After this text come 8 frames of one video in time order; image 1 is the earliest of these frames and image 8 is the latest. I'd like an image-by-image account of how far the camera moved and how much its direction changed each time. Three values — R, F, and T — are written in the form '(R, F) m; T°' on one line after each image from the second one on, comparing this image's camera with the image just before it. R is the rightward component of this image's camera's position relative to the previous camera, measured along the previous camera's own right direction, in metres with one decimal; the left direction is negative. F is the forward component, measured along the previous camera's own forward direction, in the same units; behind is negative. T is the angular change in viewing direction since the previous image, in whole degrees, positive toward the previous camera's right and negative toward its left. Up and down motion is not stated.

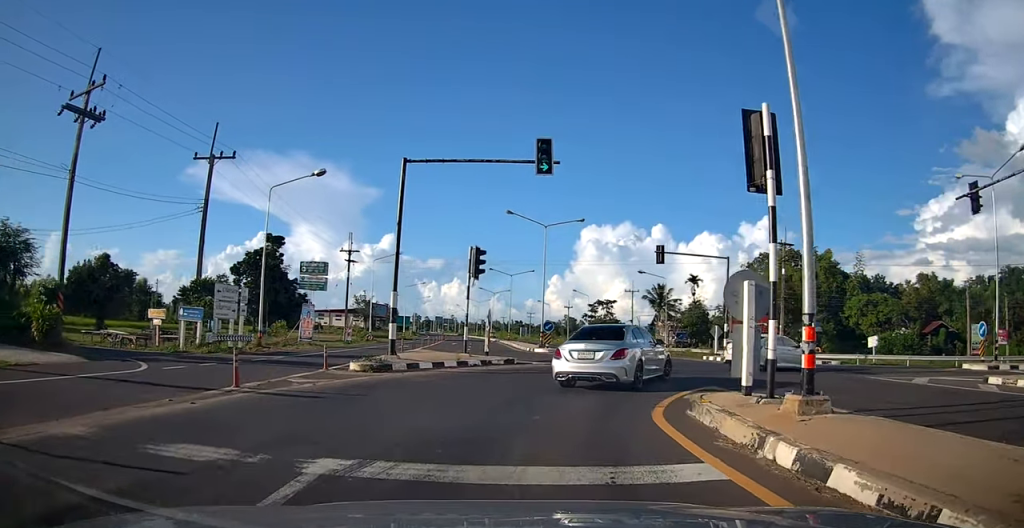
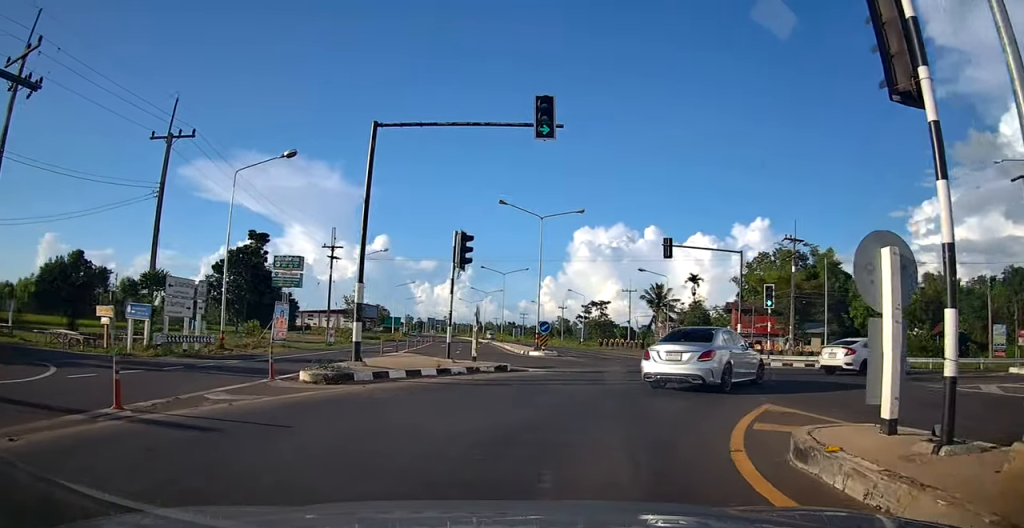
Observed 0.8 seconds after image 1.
(-0.6, +3.5) m; +1°
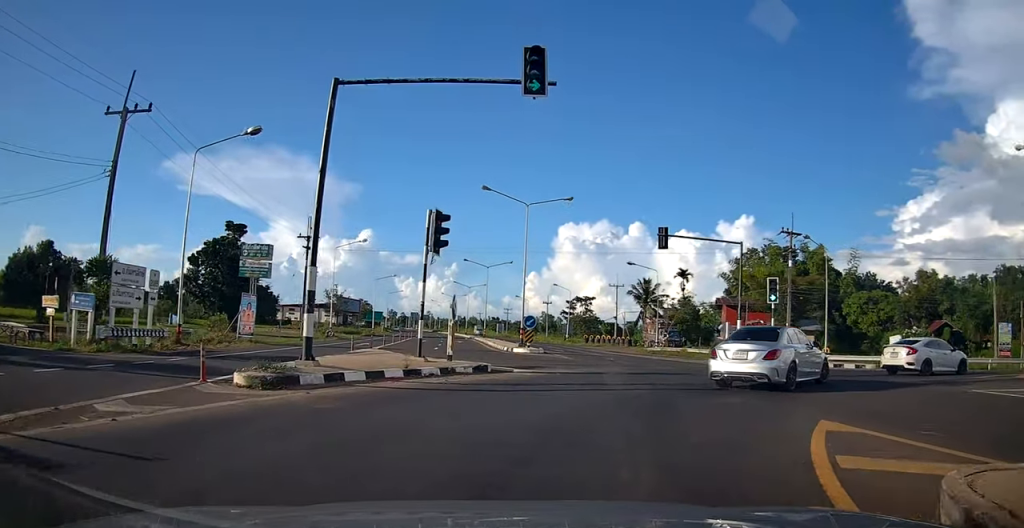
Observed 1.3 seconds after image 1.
(+0.2, +2.4) m; +4°
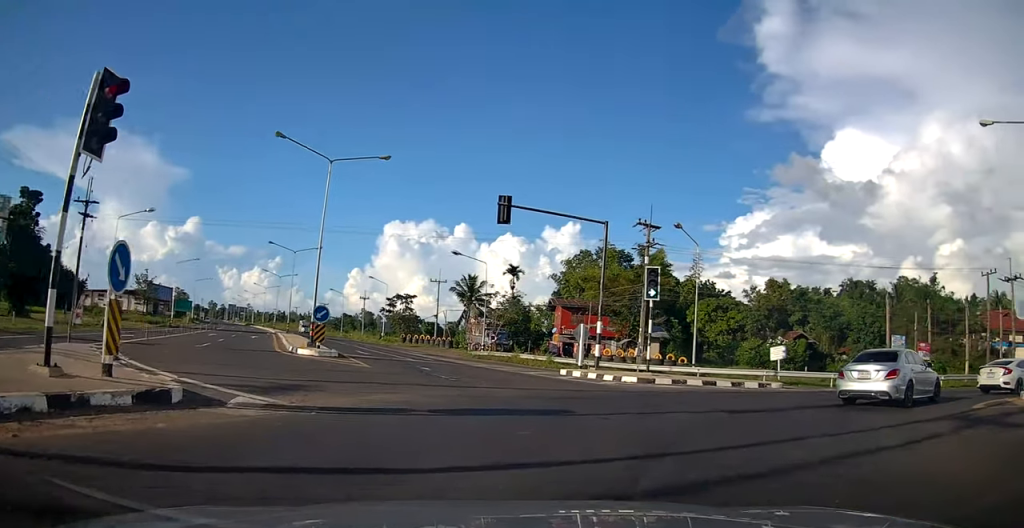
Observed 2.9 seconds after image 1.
(+1.0, +8.1) m; +17°
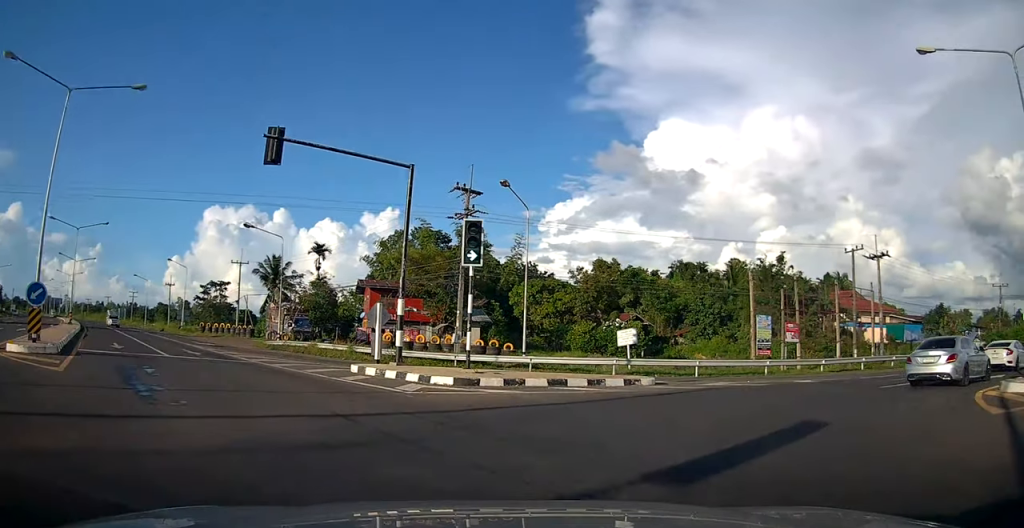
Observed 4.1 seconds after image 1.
(+1.4, +6.4) m; +24°
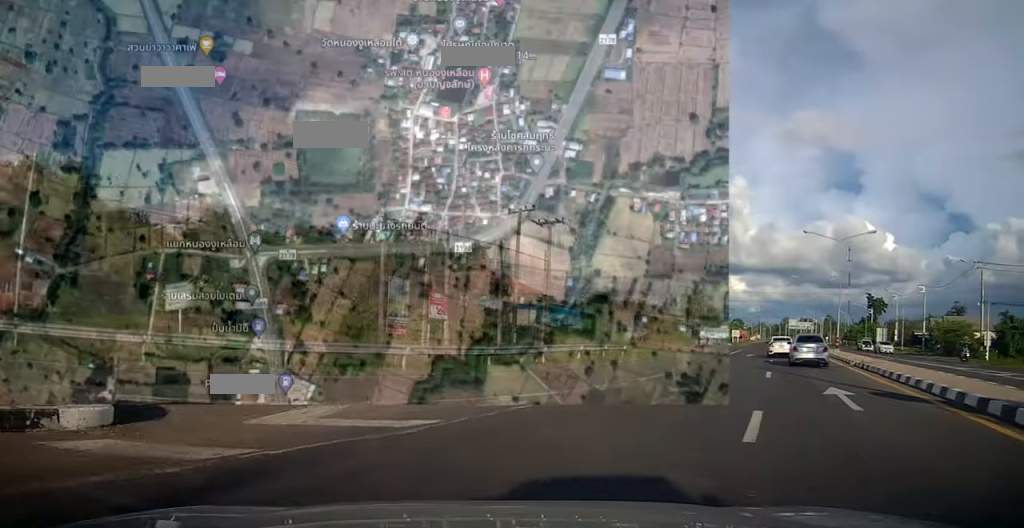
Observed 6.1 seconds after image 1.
(+4.0, +11.0) m; +38°
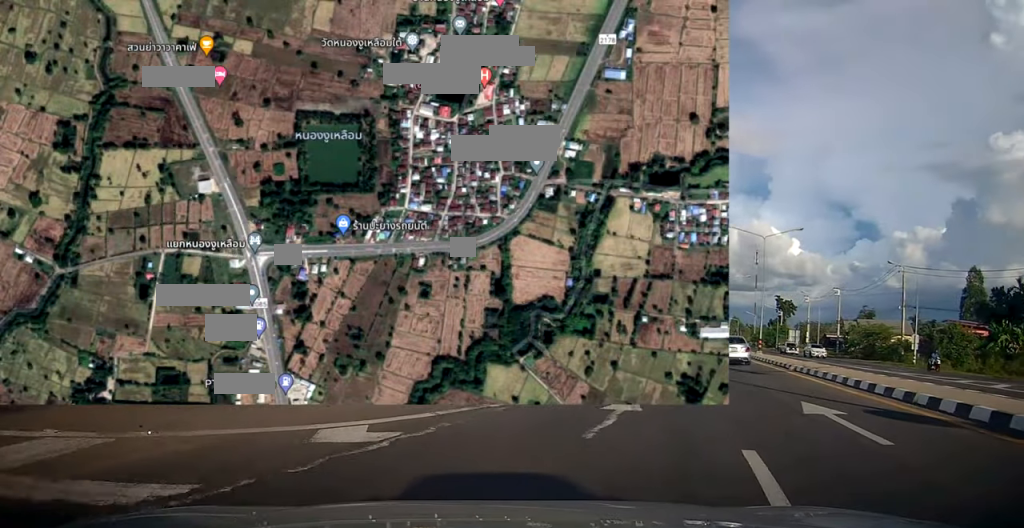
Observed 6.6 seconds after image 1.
(+0.4, +3.8) m; +7°
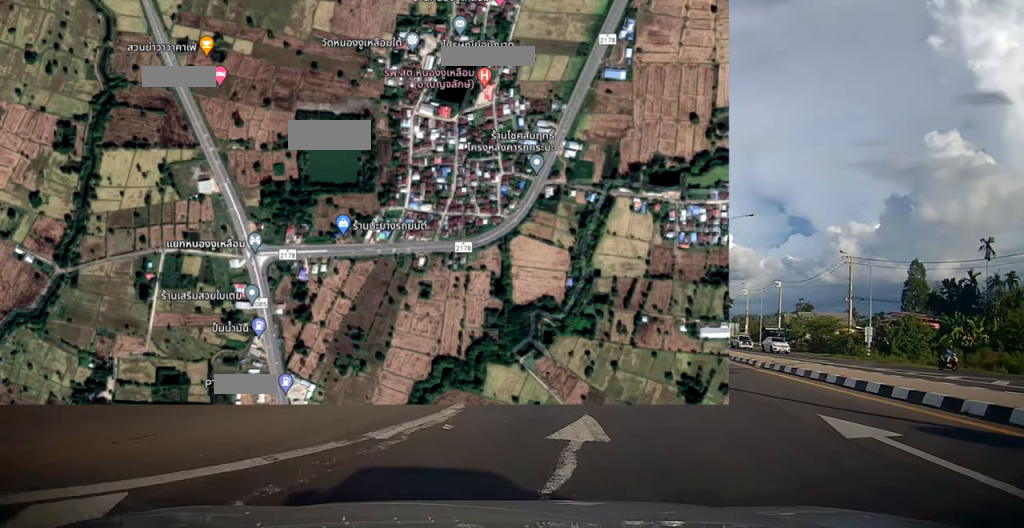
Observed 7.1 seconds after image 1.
(+0.2, +3.5) m; +5°
